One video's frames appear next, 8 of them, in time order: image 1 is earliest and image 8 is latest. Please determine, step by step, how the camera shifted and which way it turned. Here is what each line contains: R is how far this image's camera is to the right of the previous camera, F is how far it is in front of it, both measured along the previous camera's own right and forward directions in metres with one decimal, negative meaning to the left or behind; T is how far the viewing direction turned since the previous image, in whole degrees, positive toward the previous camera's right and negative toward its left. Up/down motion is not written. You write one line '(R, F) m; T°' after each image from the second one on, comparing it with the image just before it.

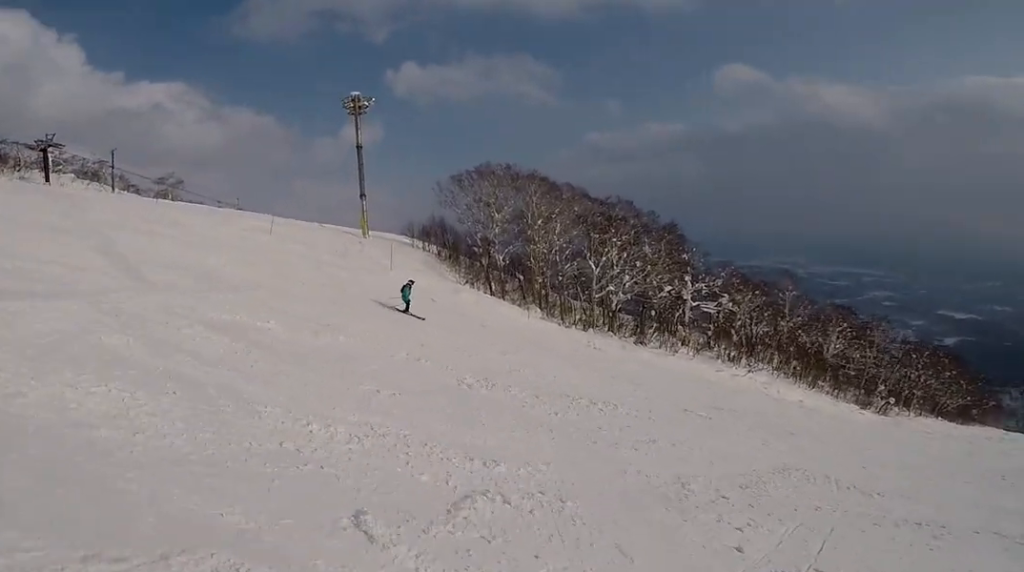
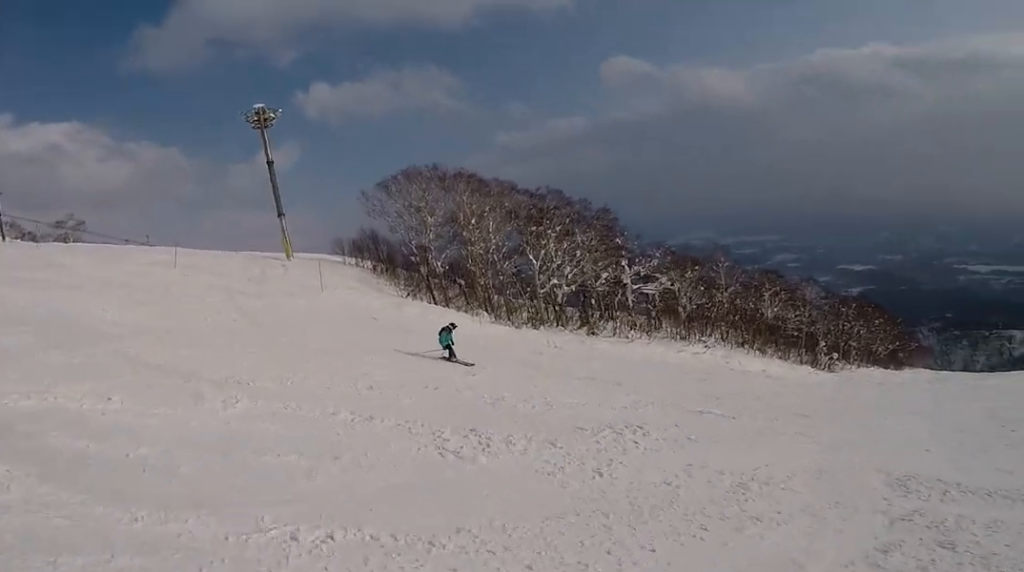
(+0.4, +3.1) m; +18°
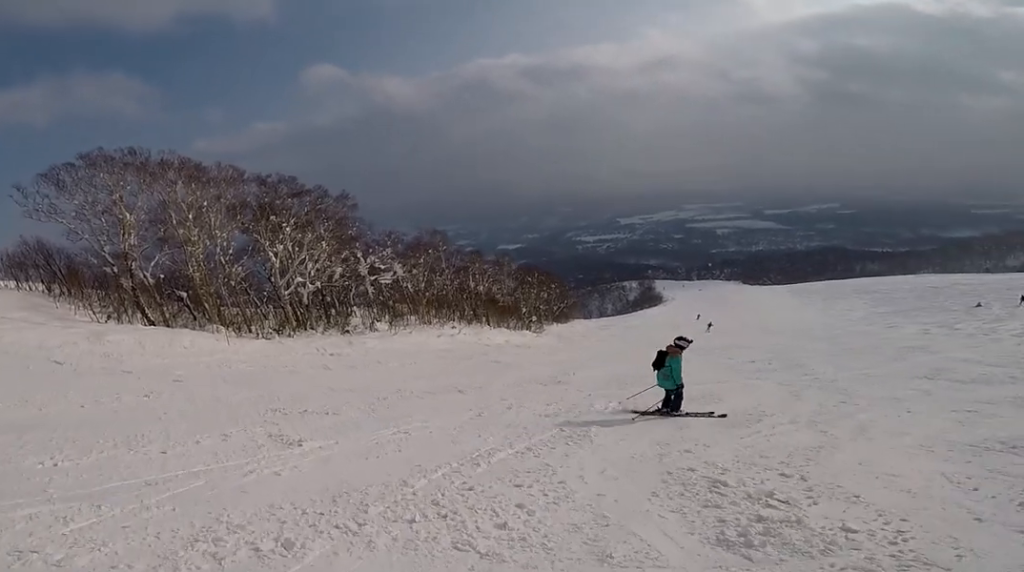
(+3.8, +6.0) m; +62°
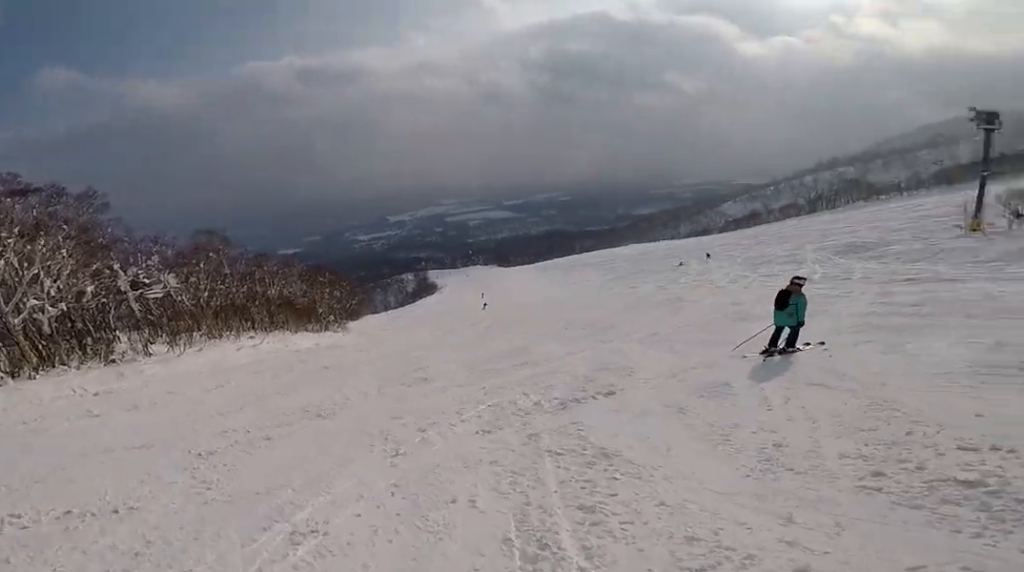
(+0.3, +4.0) m; +23°
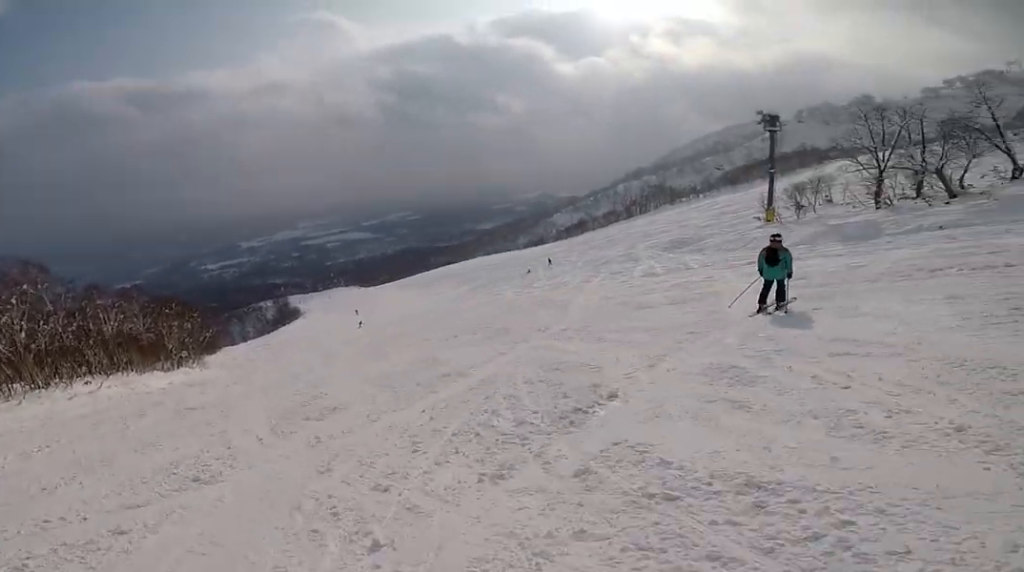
(+0.7, +1.7) m; +14°
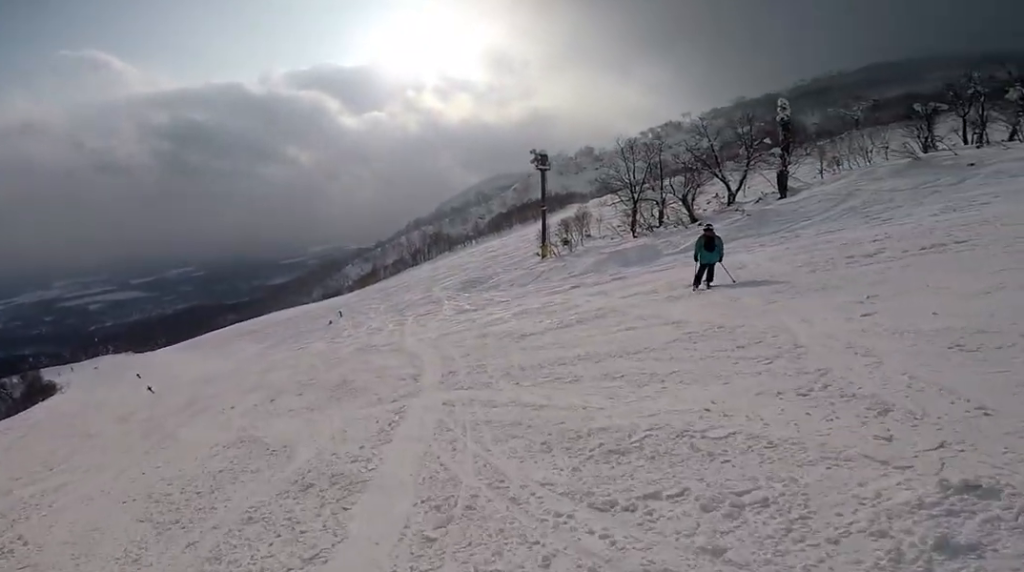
(+1.2, +4.1) m; +20°
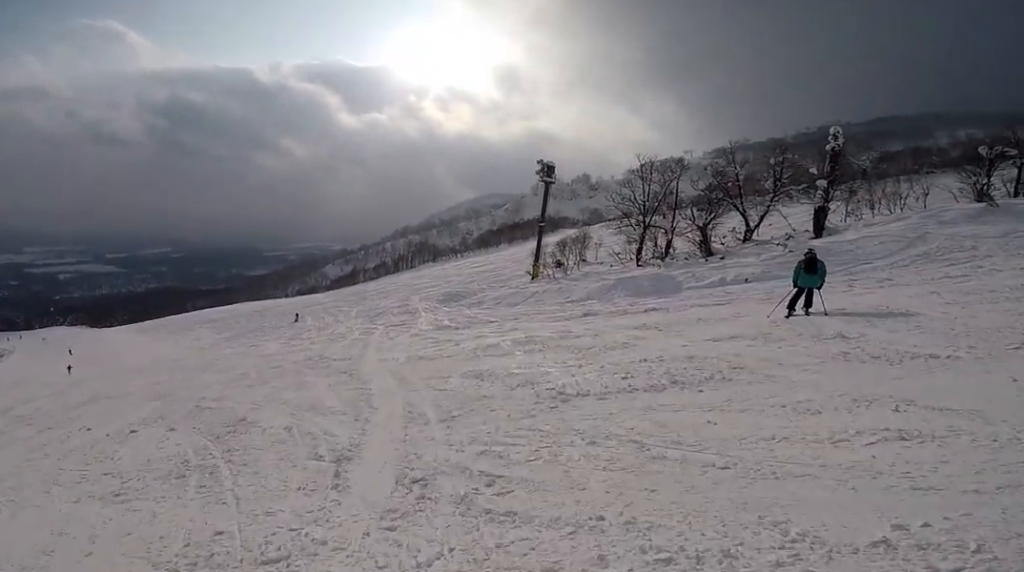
(+0.3, +4.9) m; +1°
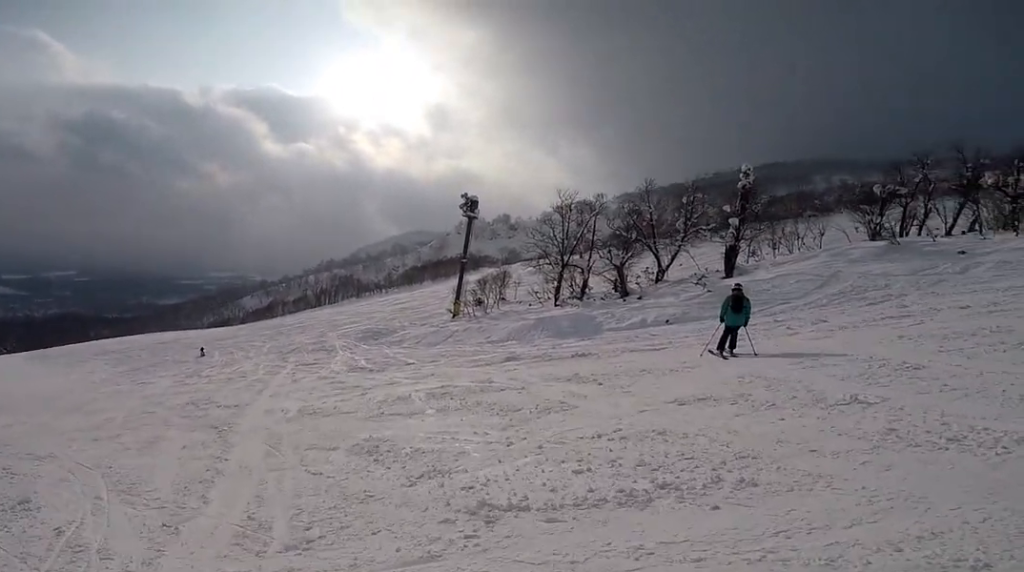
(-0.1, +2.9) m; -7°
